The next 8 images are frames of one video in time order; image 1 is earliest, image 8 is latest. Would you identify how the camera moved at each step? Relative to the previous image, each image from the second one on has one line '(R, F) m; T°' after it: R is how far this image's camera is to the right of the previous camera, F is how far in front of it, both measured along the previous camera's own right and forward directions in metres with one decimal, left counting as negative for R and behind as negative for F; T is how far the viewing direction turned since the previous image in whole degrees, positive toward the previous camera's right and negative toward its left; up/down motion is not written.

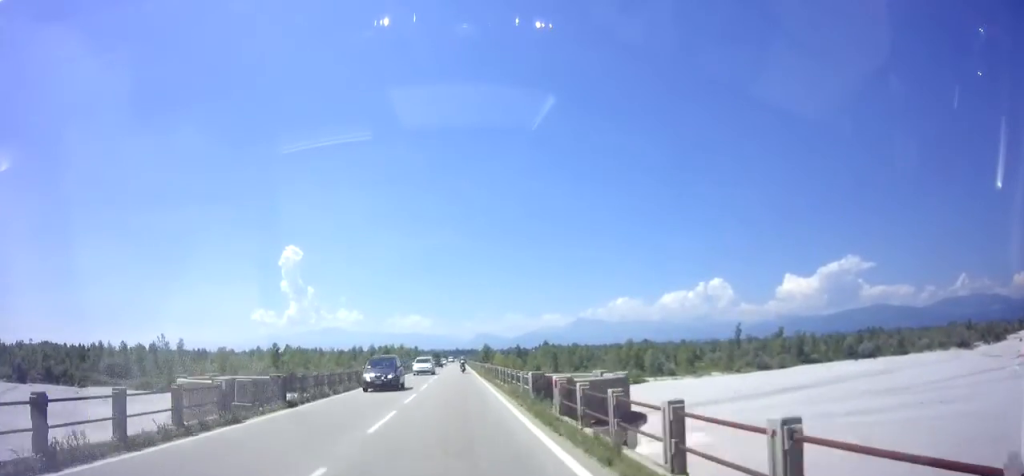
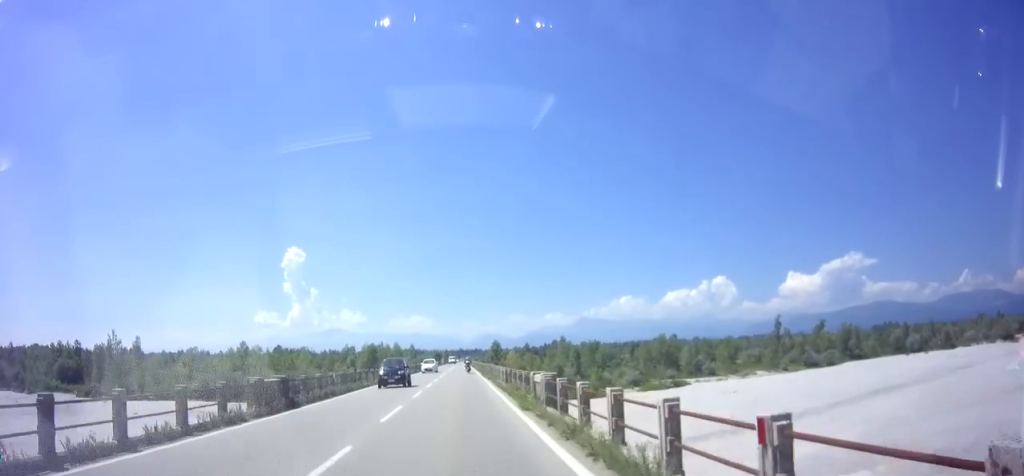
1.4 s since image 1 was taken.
(-0.3, +27.8) m; 0°
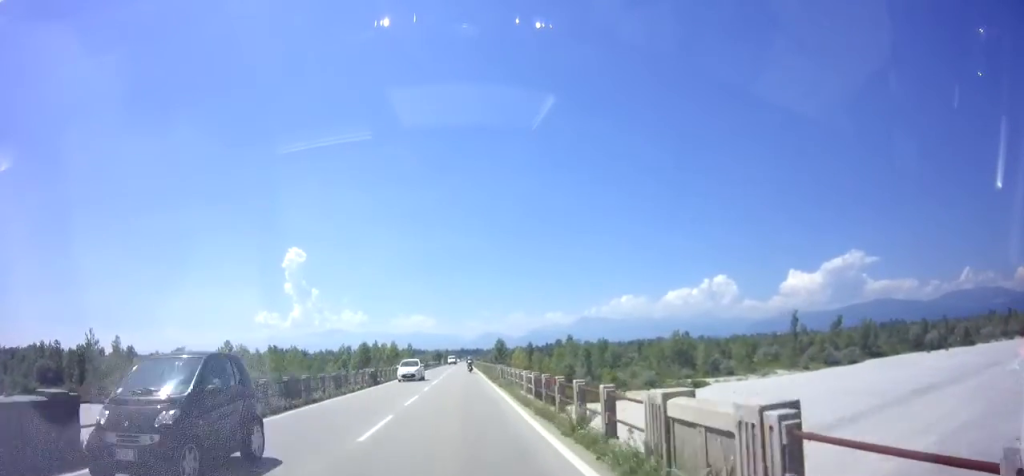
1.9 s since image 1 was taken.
(+0.2, +10.2) m; 0°
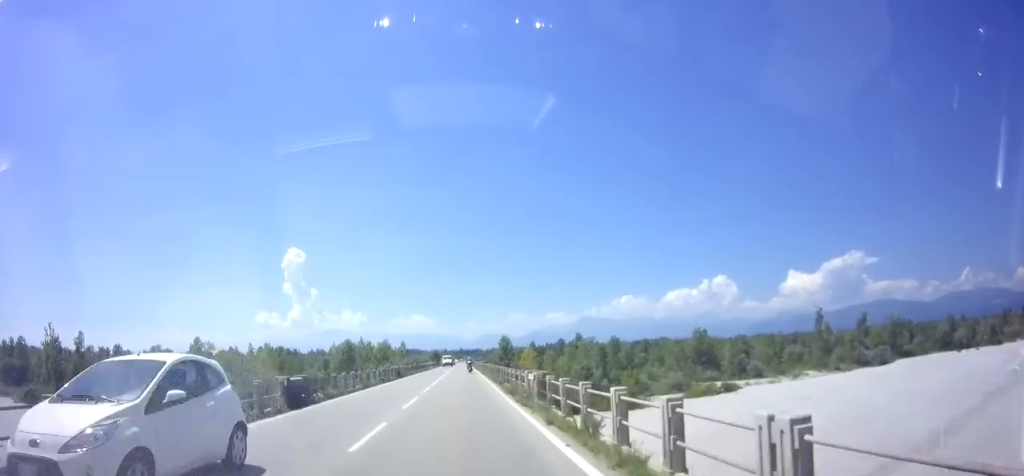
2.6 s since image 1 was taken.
(-0.1, +14.9) m; 0°
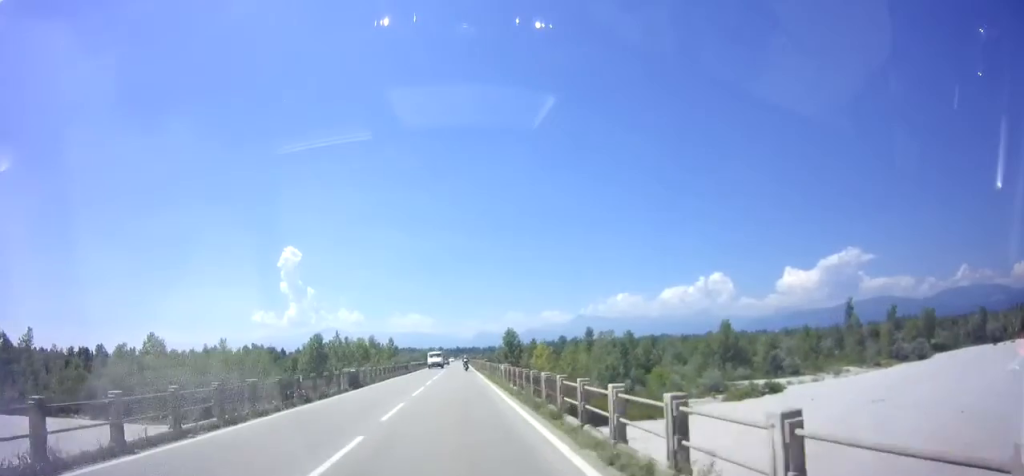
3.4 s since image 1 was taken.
(-0.1, +17.0) m; 0°
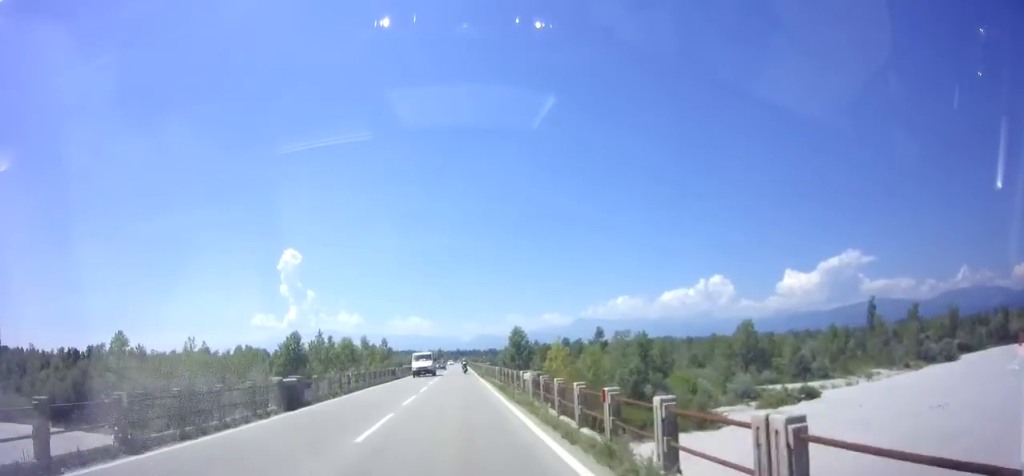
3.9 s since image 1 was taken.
(+0.2, +10.2) m; +1°
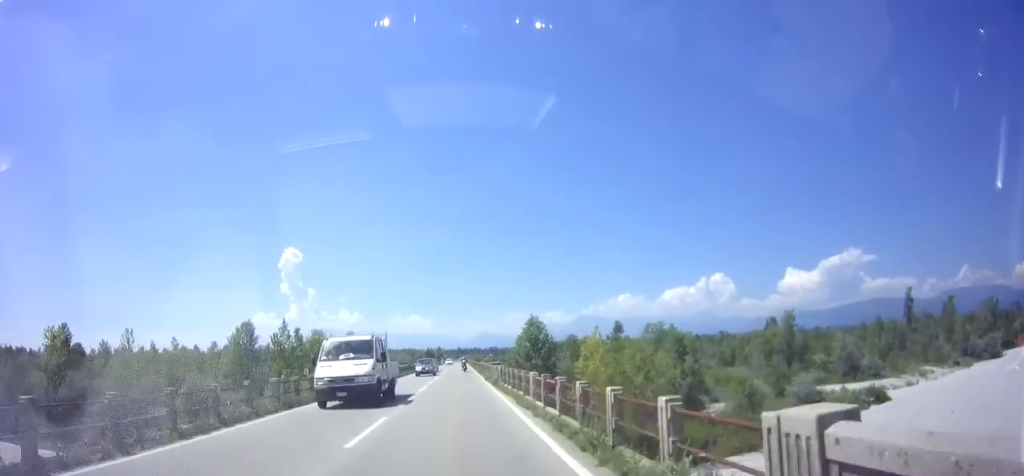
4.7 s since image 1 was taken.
(0.0, +15.0) m; -1°
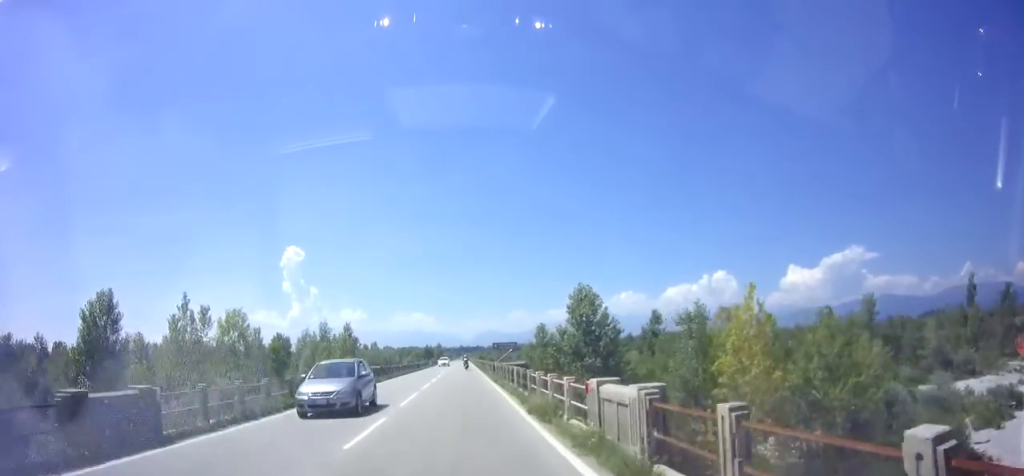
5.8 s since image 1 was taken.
(-0.3, +22.4) m; 0°
